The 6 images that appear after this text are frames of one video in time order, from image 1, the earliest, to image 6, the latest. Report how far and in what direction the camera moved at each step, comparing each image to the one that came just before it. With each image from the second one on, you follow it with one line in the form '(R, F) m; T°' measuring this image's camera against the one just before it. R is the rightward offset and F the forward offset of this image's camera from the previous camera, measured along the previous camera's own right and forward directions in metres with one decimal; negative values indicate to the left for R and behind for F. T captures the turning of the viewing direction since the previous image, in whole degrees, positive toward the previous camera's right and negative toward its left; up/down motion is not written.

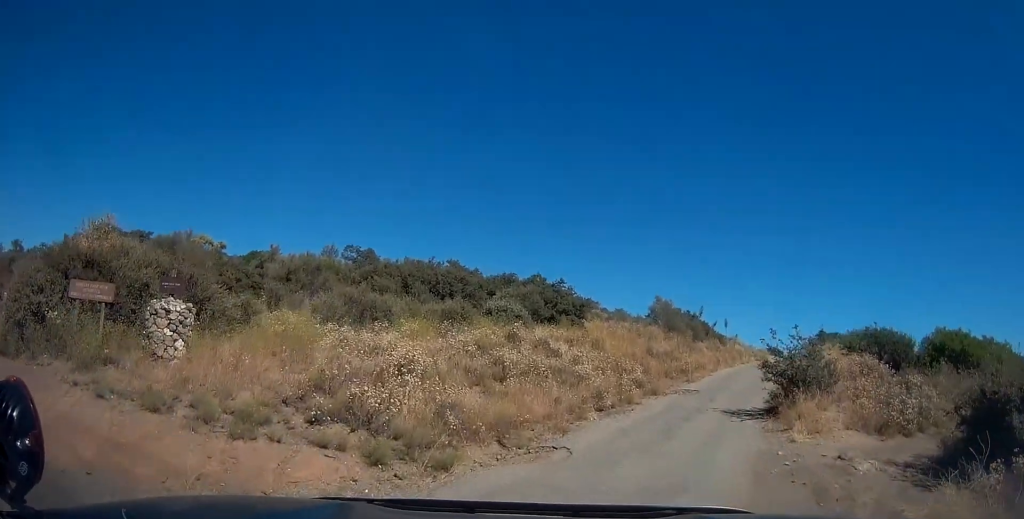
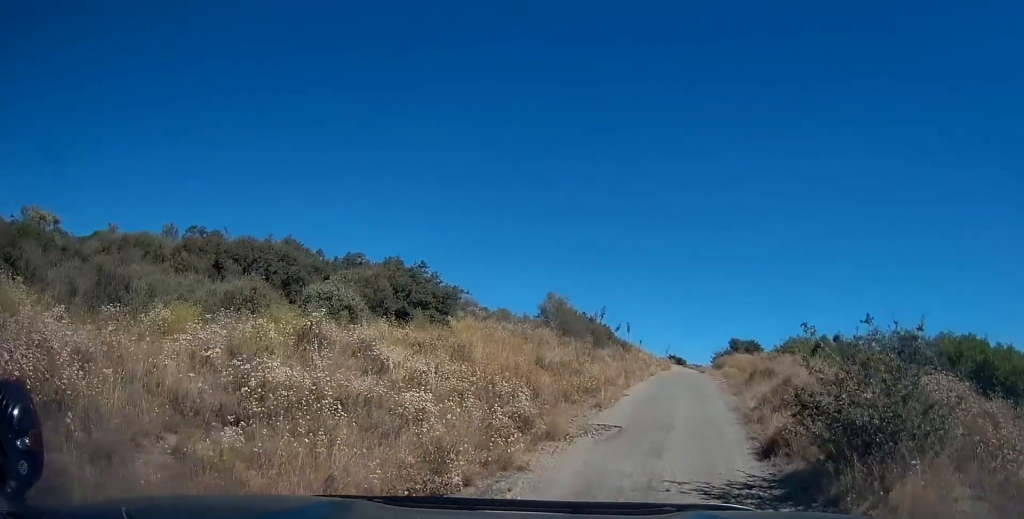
(+0.9, +6.9) m; +11°
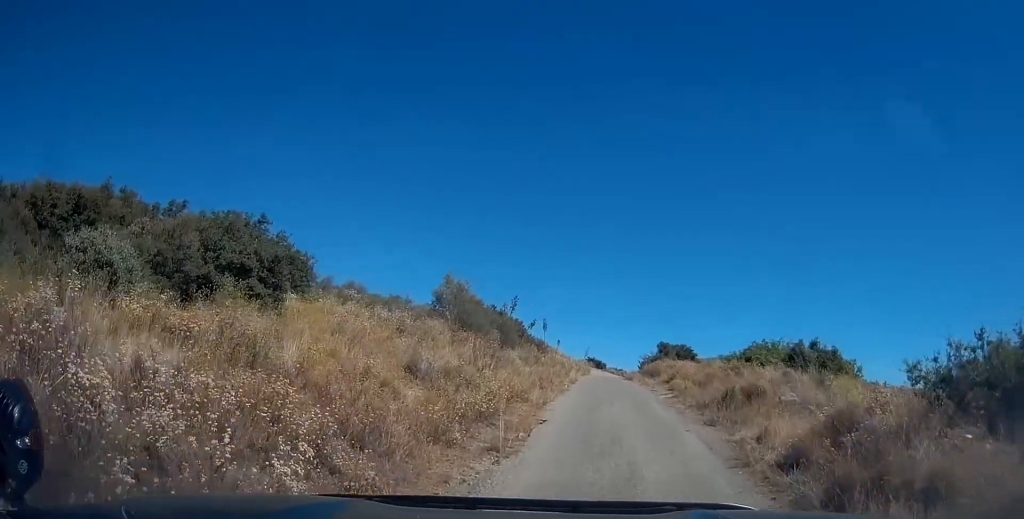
(+0.1, +7.1) m; +5°
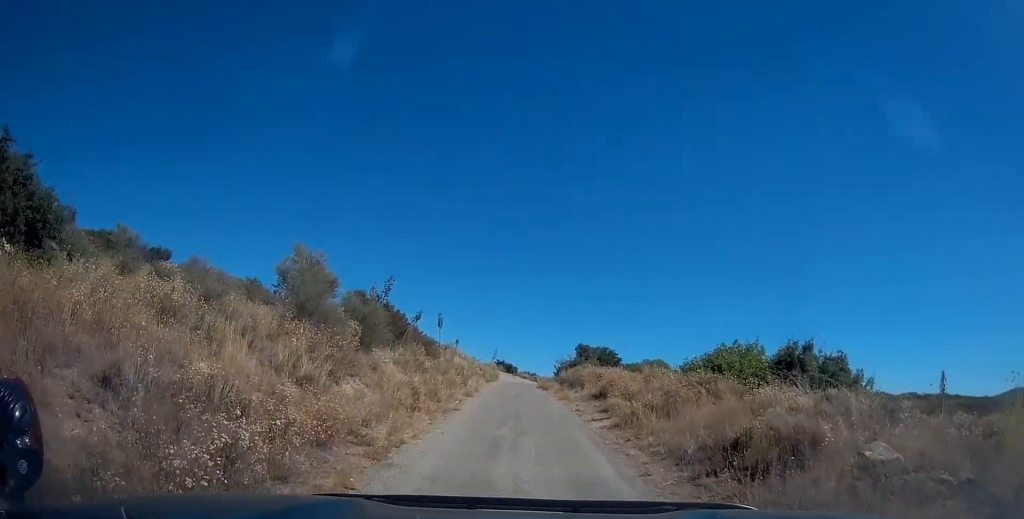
(+0.9, +6.9) m; +12°
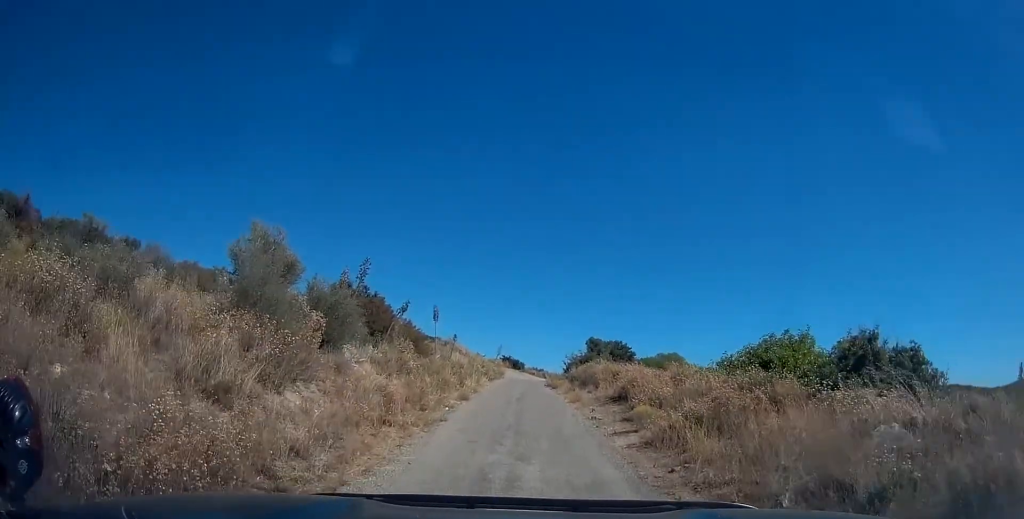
(+0.1, +3.2) m; +2°
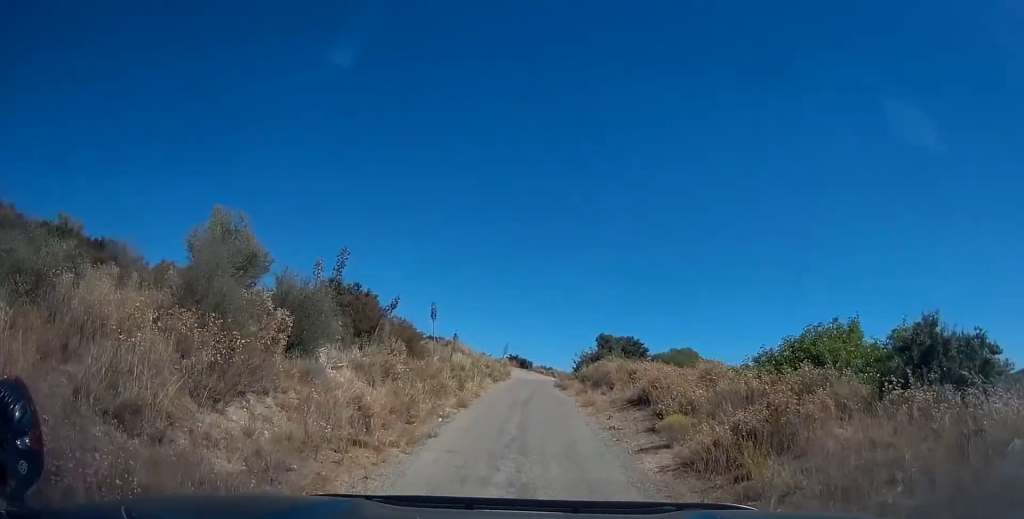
(-0.1, +2.2) m; +1°
